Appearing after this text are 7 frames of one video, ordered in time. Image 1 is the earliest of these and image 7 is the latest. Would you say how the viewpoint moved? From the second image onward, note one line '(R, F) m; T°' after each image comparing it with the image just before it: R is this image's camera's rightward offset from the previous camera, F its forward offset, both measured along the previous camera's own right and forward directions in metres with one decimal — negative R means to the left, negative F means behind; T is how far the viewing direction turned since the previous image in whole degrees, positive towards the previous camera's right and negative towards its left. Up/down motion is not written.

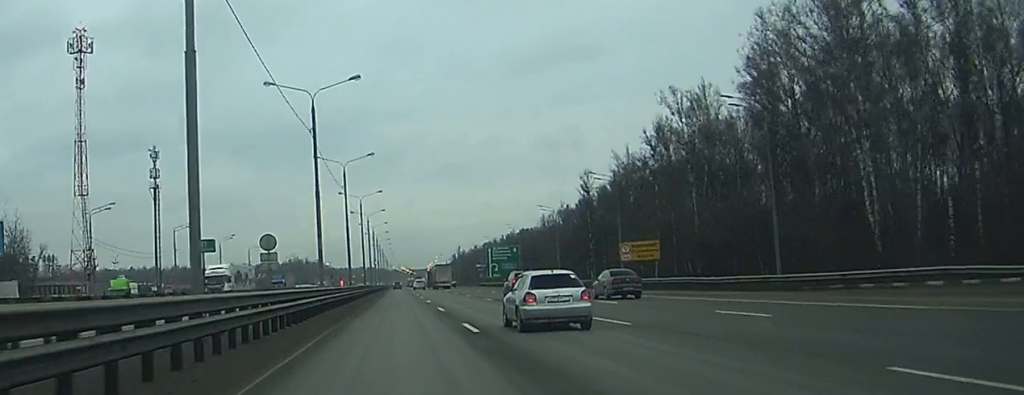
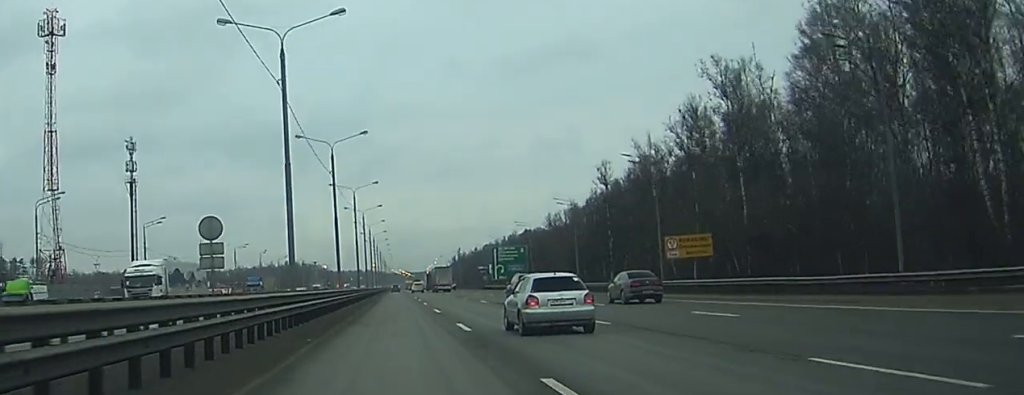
(0.0, +13.9) m; 0°
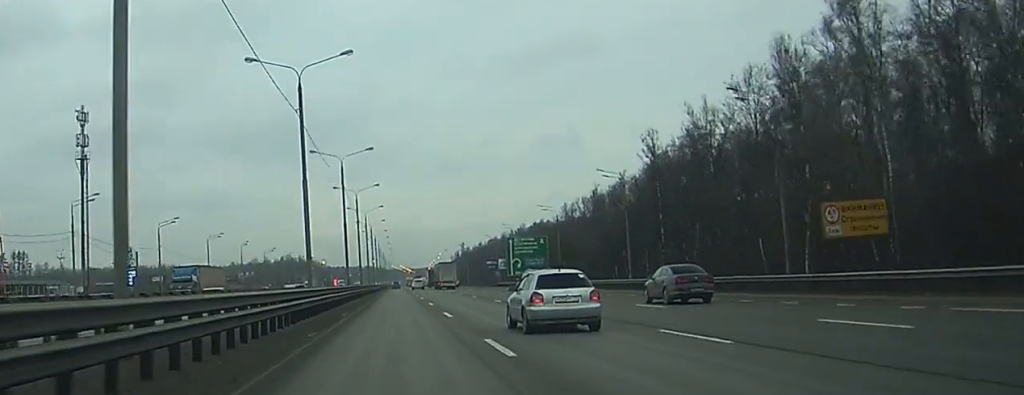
(0.0, +24.5) m; 0°
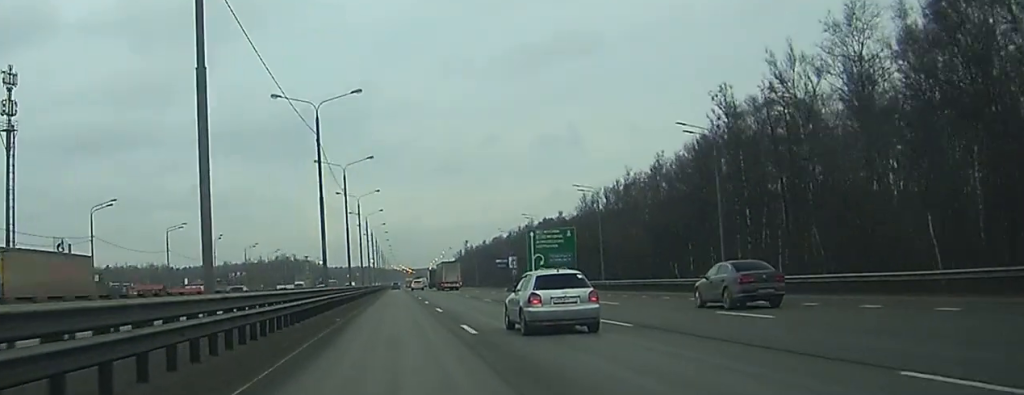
(0.0, +24.9) m; 0°
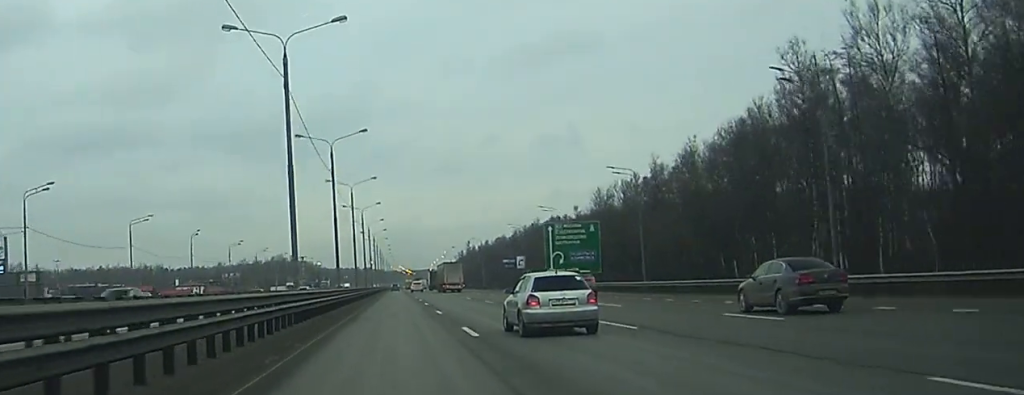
(0.0, +16.0) m; 0°
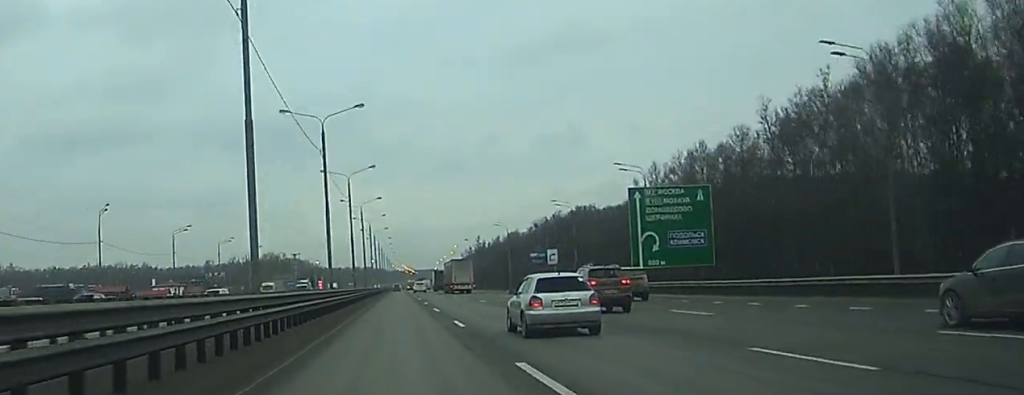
(-0.2, +39.8) m; 0°
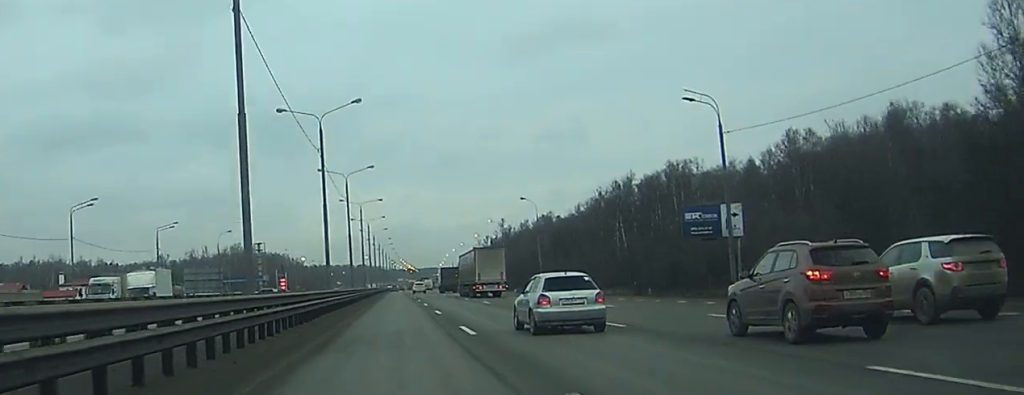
(-0.2, +101.2) m; 0°
